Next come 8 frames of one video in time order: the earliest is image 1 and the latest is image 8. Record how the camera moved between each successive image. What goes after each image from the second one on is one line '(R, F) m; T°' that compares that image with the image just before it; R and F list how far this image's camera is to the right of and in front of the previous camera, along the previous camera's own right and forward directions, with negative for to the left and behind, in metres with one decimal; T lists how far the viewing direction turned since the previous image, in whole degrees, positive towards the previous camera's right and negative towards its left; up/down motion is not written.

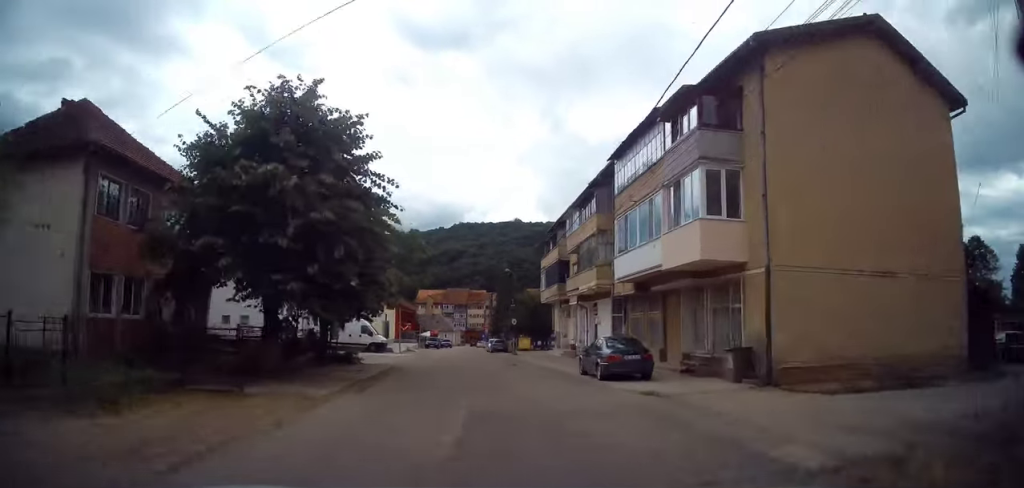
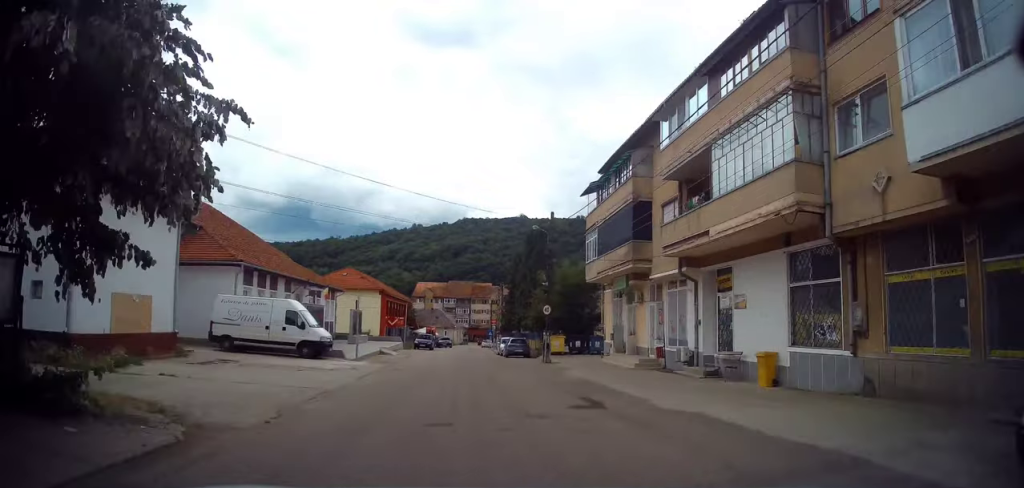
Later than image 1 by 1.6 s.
(-0.2, +17.5) m; 0°
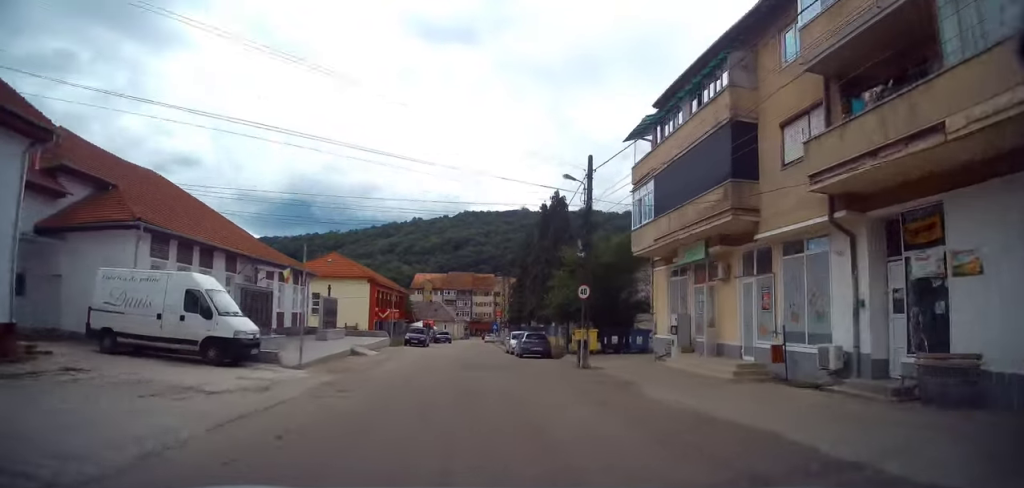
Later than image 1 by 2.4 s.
(0.0, +8.7) m; -1°
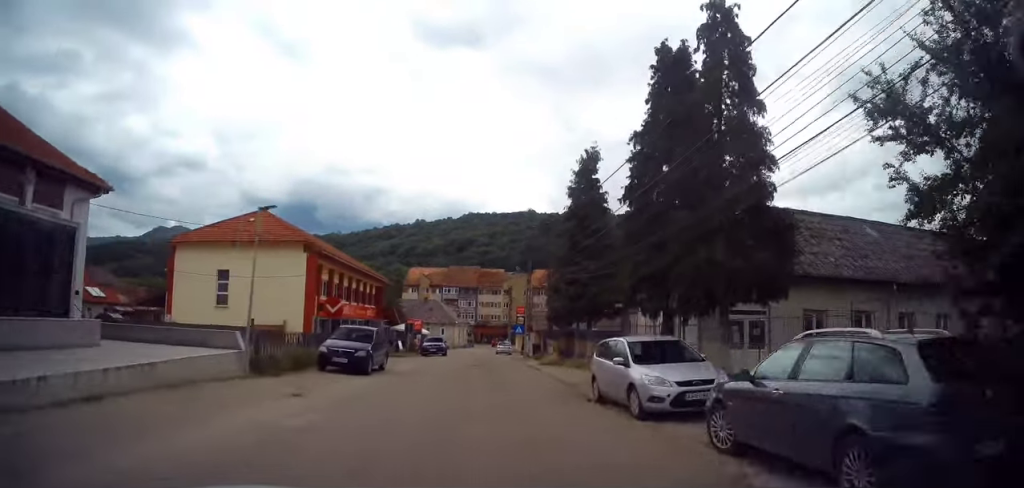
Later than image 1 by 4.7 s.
(+0.1, +25.2) m; +2°
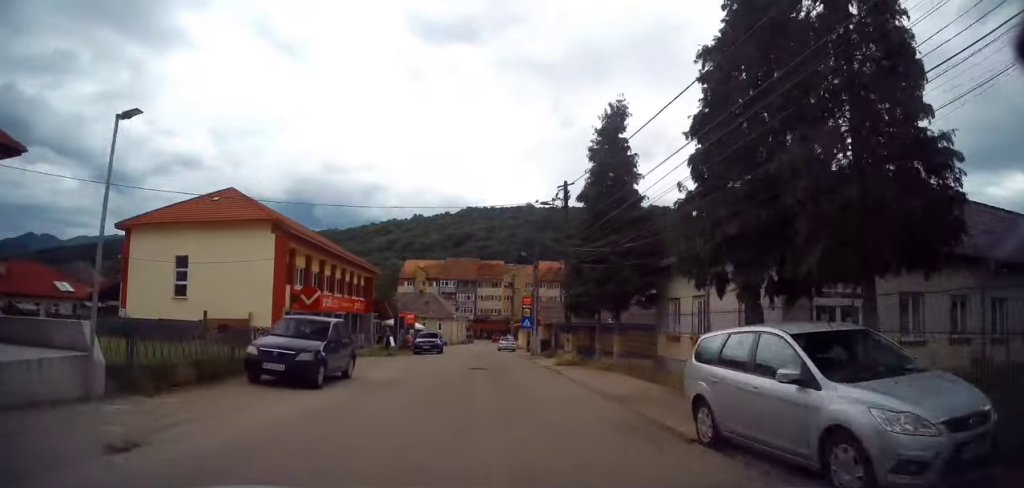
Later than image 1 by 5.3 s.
(0.0, +5.7) m; 0°
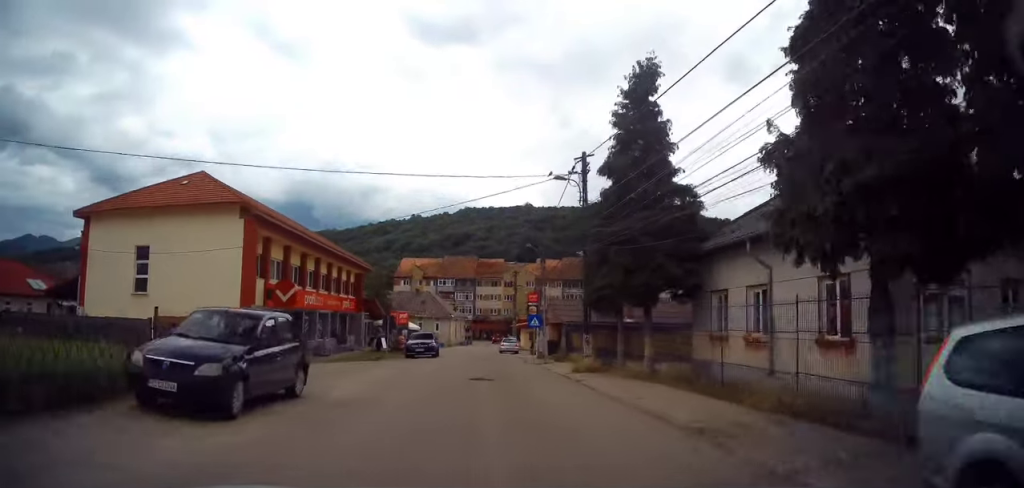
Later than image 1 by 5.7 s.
(-0.1, +4.2) m; 0°
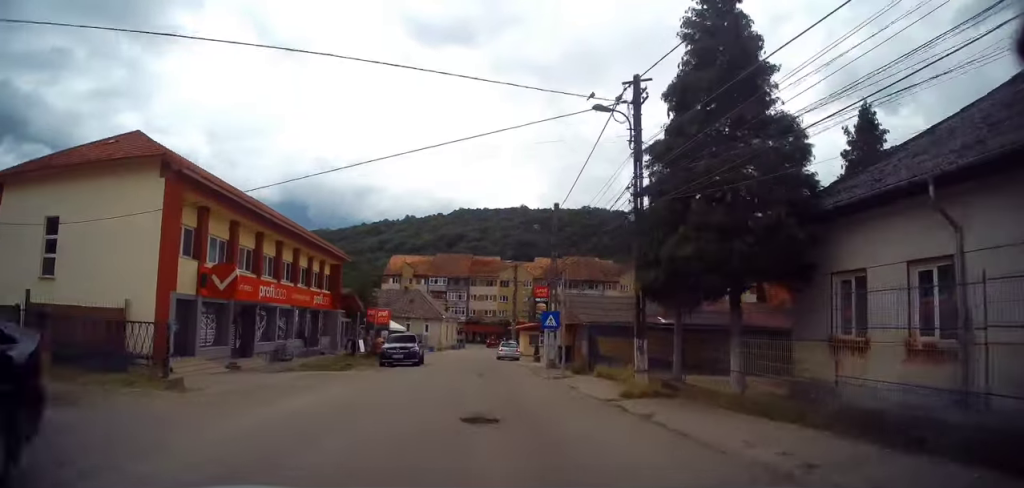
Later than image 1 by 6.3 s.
(0.0, +7.0) m; 0°
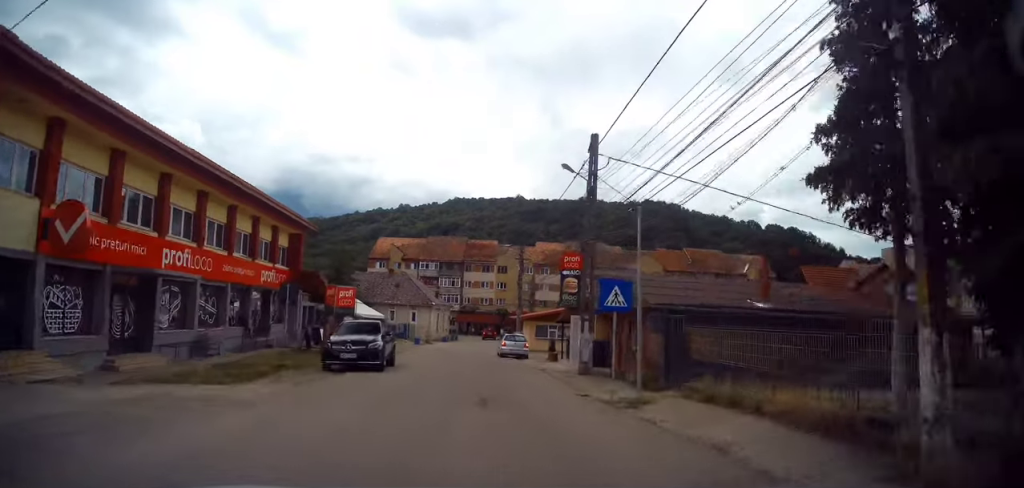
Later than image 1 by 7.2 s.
(+0.2, +9.4) m; -1°
